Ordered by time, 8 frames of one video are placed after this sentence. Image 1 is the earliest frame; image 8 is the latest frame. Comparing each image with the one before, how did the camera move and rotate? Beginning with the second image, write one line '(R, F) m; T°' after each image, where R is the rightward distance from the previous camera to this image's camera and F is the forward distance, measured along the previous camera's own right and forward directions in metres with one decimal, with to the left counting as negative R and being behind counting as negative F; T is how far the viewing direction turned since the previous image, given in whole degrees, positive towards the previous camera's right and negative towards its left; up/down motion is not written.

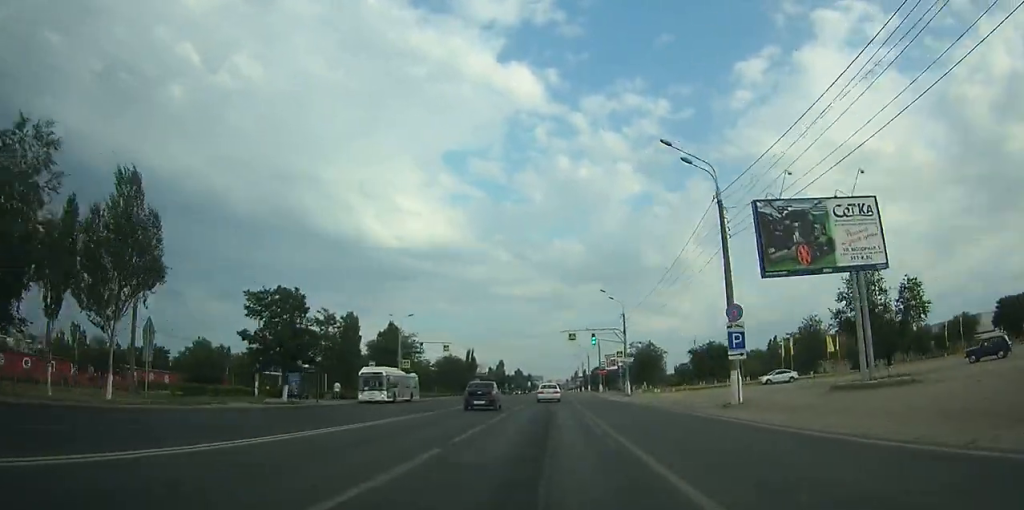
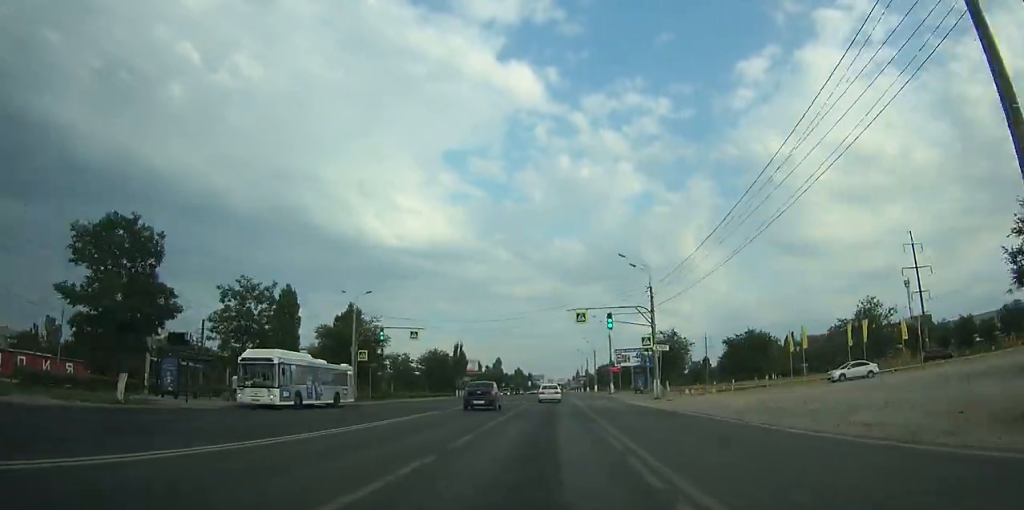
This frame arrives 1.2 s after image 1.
(0.0, +17.2) m; 0°
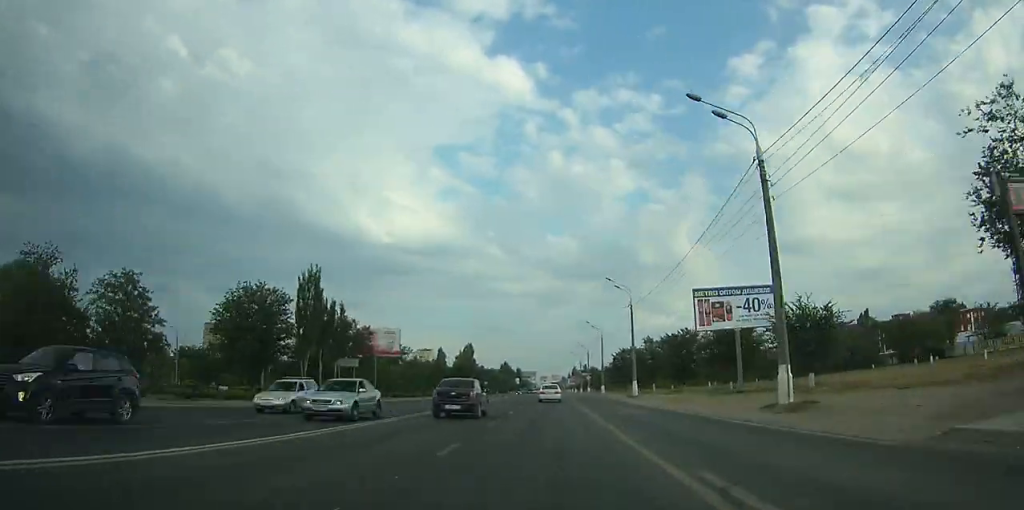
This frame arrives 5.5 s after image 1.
(+0.4, +65.7) m; 0°
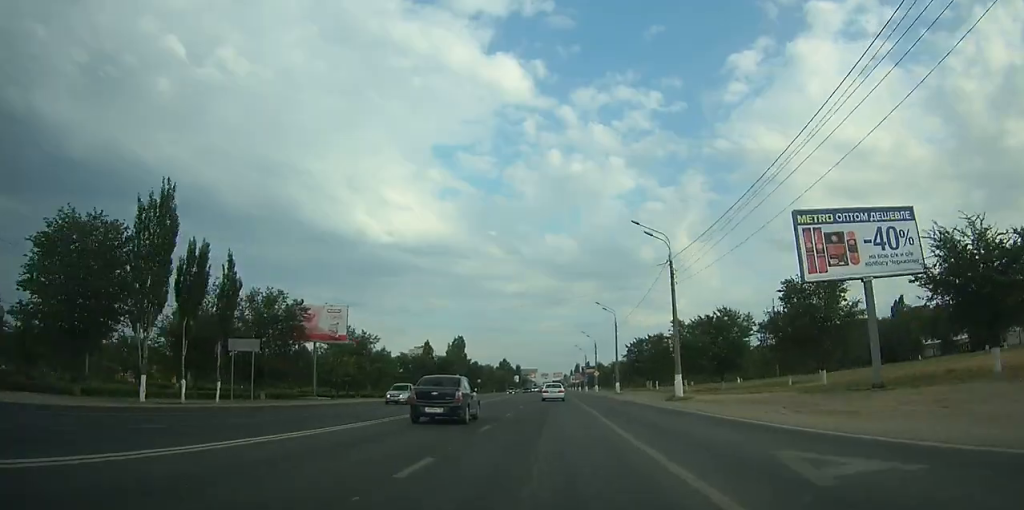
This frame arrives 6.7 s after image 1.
(0.0, +19.3) m; 0°
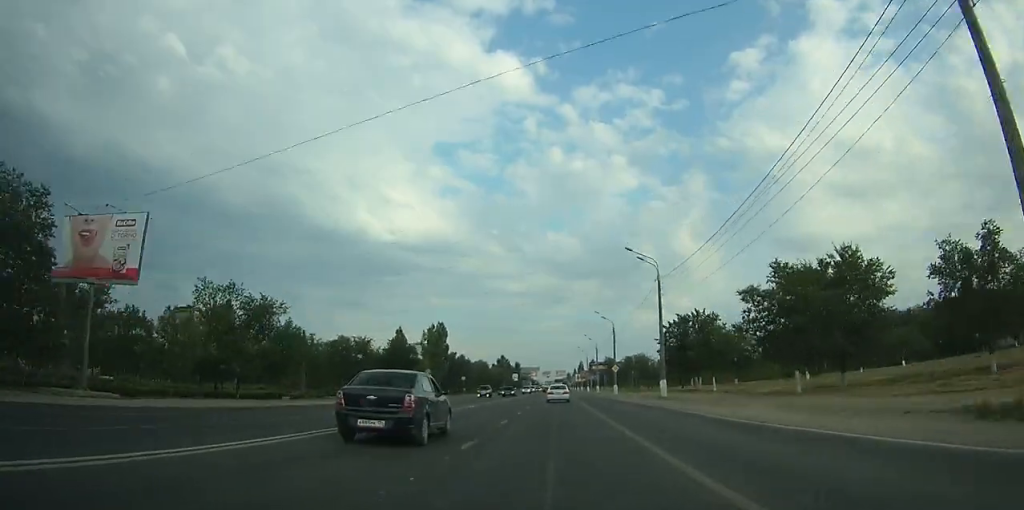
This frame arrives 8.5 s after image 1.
(0.0, +29.0) m; 0°
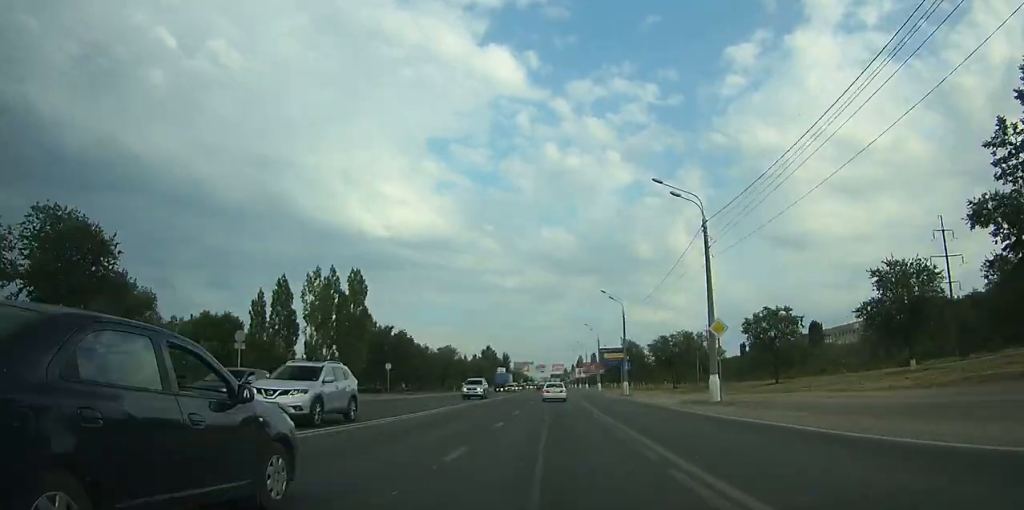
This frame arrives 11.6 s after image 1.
(+0.1, +48.1) m; 0°
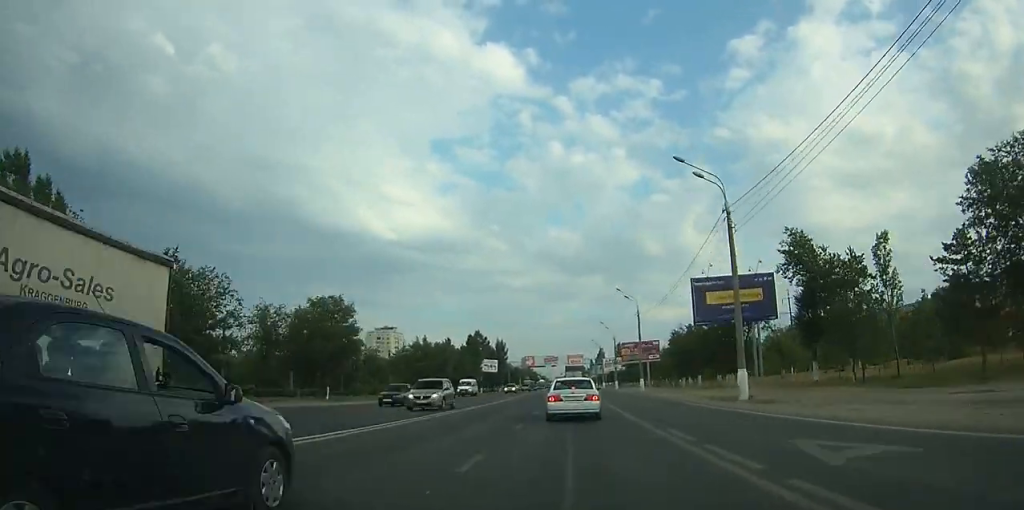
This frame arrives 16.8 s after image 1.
(-0.5, +71.0) m; -1°
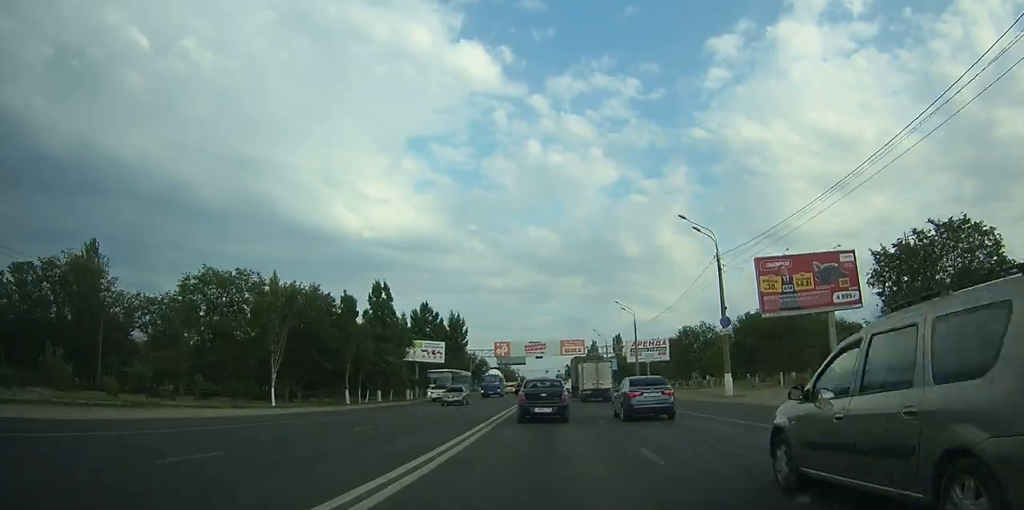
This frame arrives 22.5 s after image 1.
(+0.1, +71.3) m; +1°
